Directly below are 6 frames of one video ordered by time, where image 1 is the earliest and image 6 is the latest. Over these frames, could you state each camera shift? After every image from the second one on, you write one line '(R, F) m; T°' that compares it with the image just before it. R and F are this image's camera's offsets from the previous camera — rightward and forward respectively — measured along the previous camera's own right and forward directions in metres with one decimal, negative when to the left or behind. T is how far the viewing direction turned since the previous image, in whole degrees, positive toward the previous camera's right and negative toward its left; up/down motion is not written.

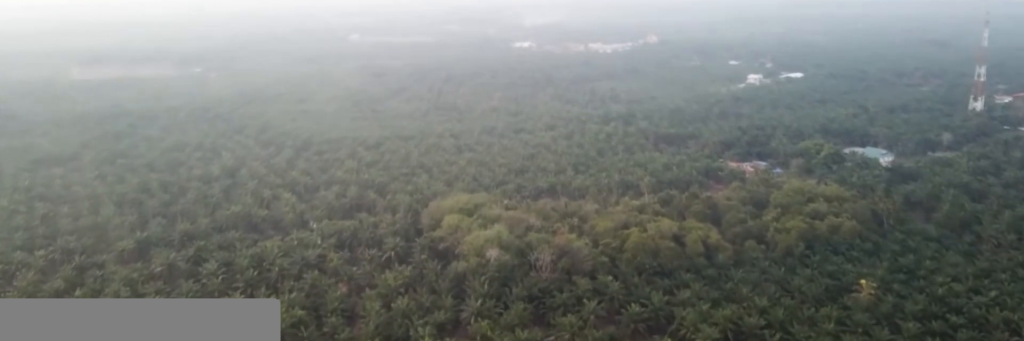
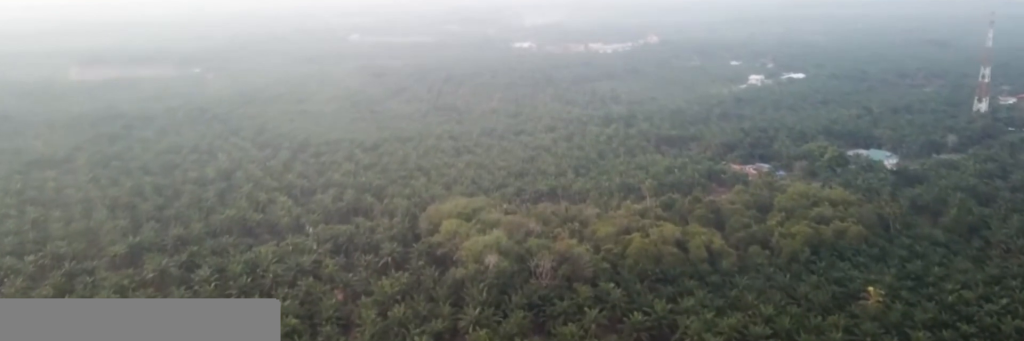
(0.0, +5.9) m; 0°
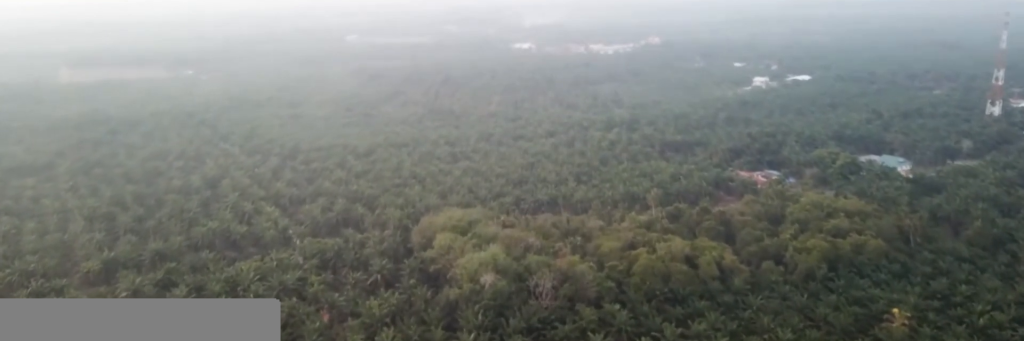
(0.0, +16.9) m; 0°
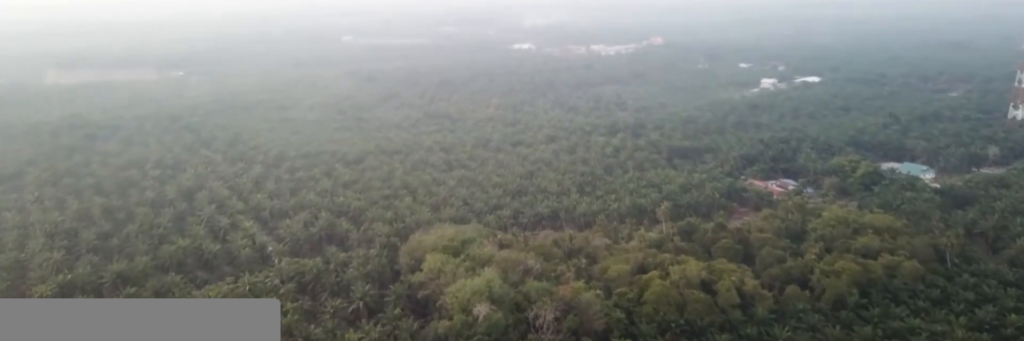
(-0.1, +26.3) m; 0°
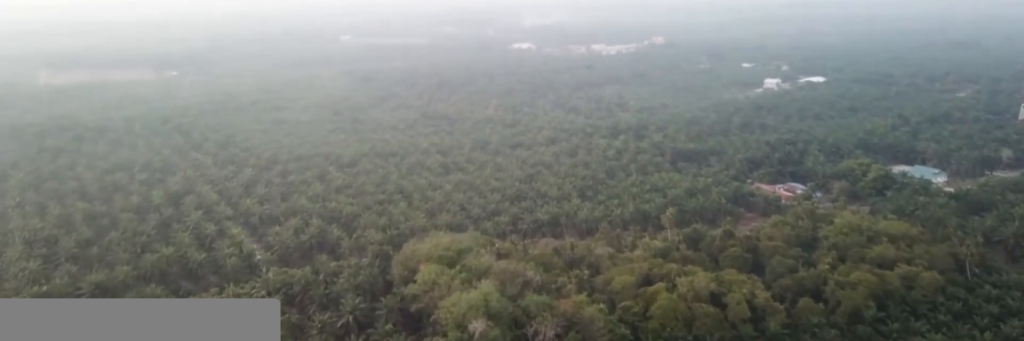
(0.0, +12.4) m; 0°
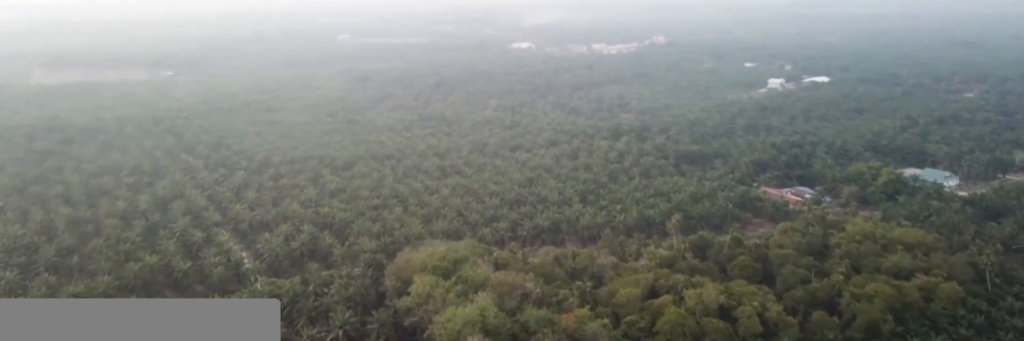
(0.0, +11.5) m; 0°
